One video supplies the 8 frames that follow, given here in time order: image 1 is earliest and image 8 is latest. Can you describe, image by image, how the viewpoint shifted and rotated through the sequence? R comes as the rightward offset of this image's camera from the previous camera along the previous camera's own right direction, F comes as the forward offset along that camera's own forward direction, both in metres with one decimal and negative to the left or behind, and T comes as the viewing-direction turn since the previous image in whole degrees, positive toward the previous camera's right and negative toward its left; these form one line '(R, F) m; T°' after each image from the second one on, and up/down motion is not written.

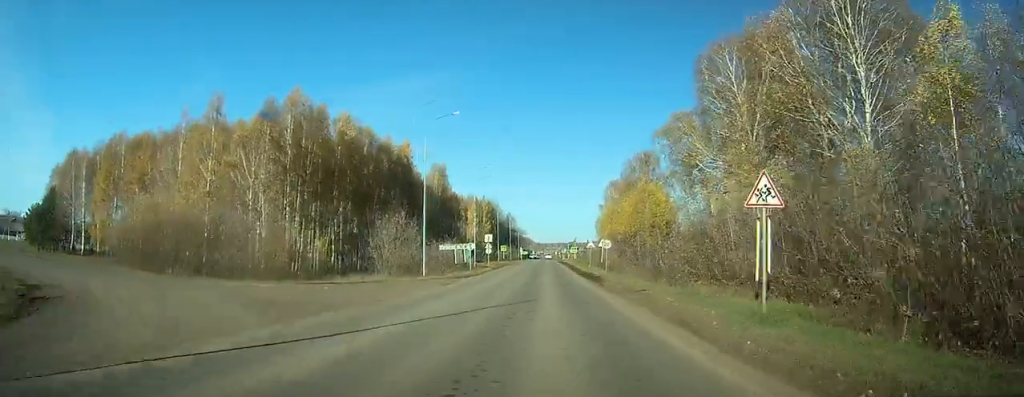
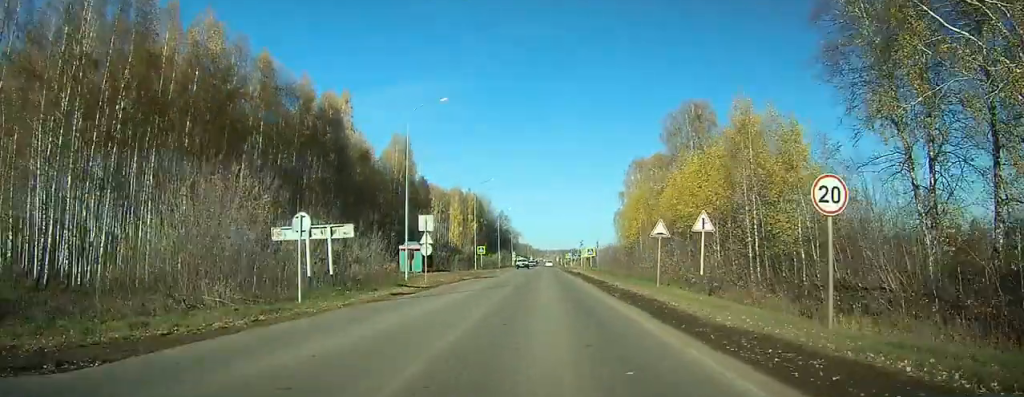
(-0.1, +36.0) m; 0°
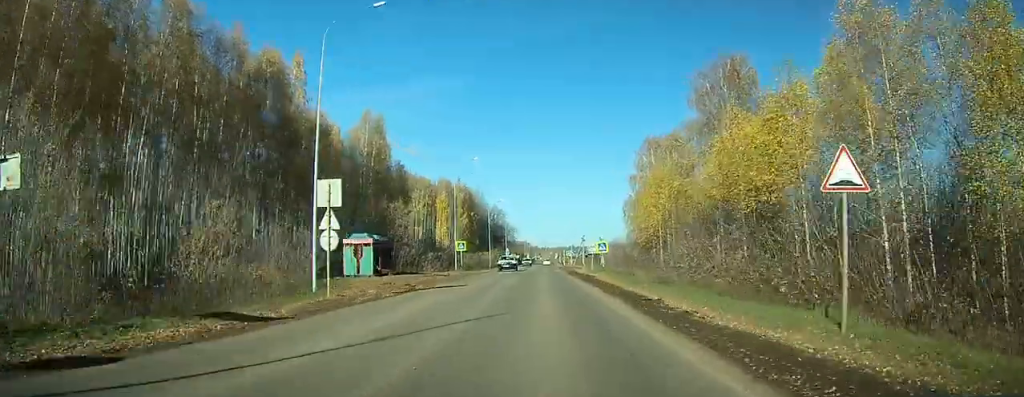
(0.0, +15.9) m; 0°
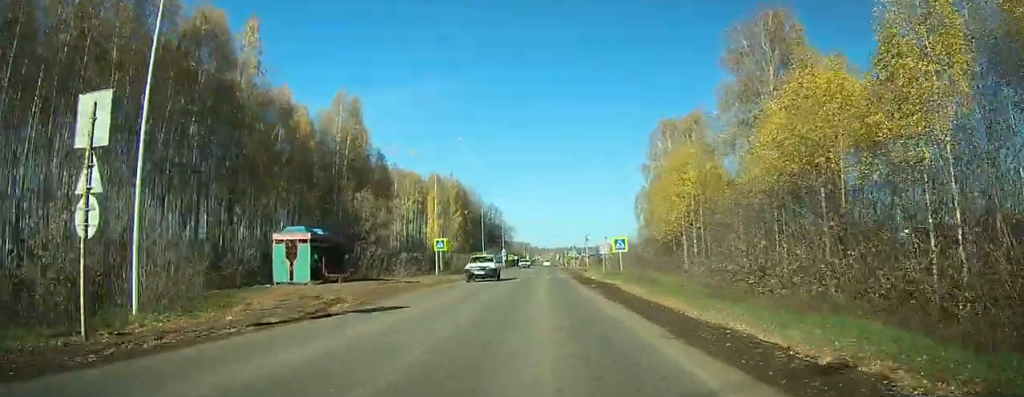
(+0.1, +12.9) m; 0°
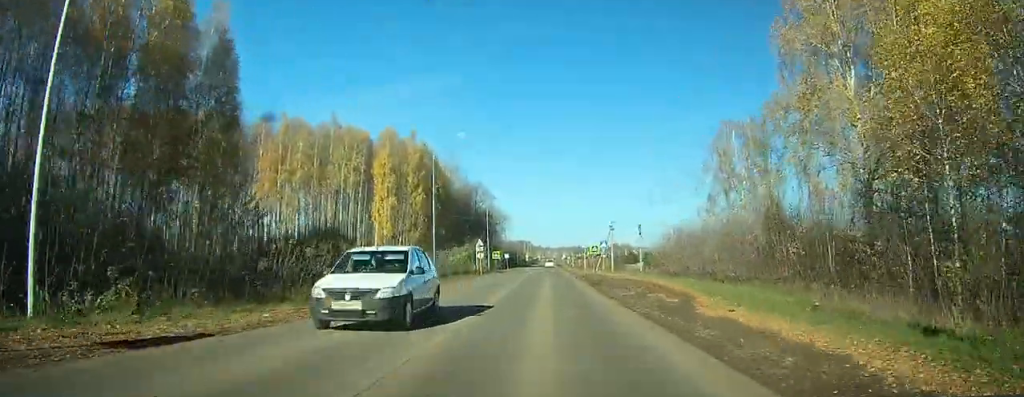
(+0.2, +47.9) m; 0°
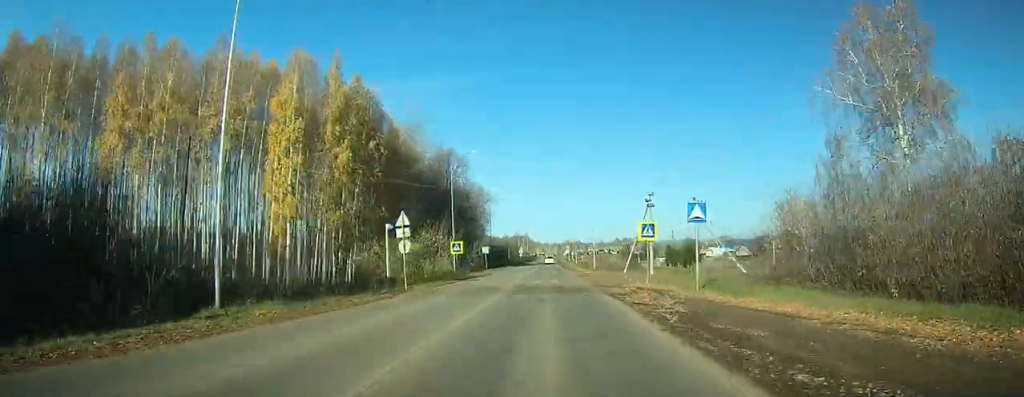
(0.0, +31.4) m; -1°
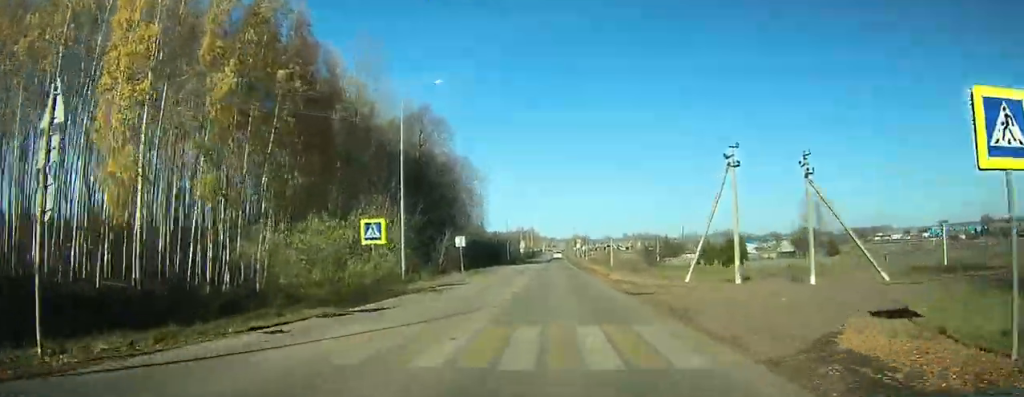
(-0.3, +22.5) m; -2°
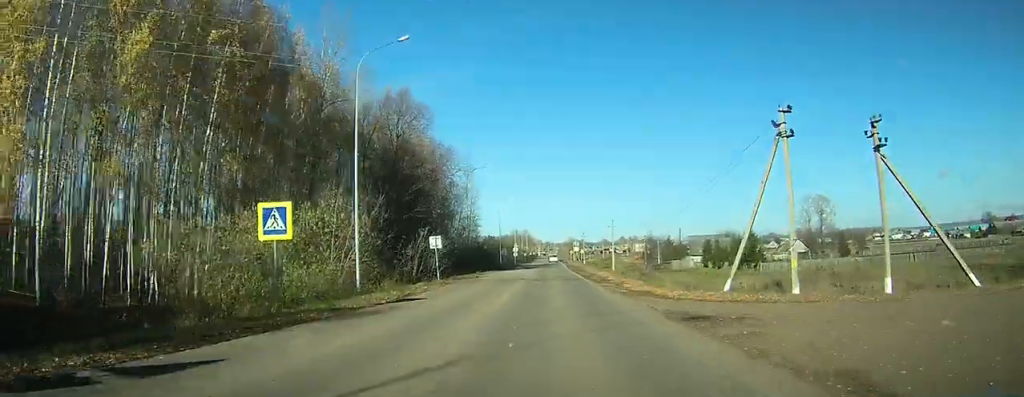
(-0.1, +8.9) m; +1°
